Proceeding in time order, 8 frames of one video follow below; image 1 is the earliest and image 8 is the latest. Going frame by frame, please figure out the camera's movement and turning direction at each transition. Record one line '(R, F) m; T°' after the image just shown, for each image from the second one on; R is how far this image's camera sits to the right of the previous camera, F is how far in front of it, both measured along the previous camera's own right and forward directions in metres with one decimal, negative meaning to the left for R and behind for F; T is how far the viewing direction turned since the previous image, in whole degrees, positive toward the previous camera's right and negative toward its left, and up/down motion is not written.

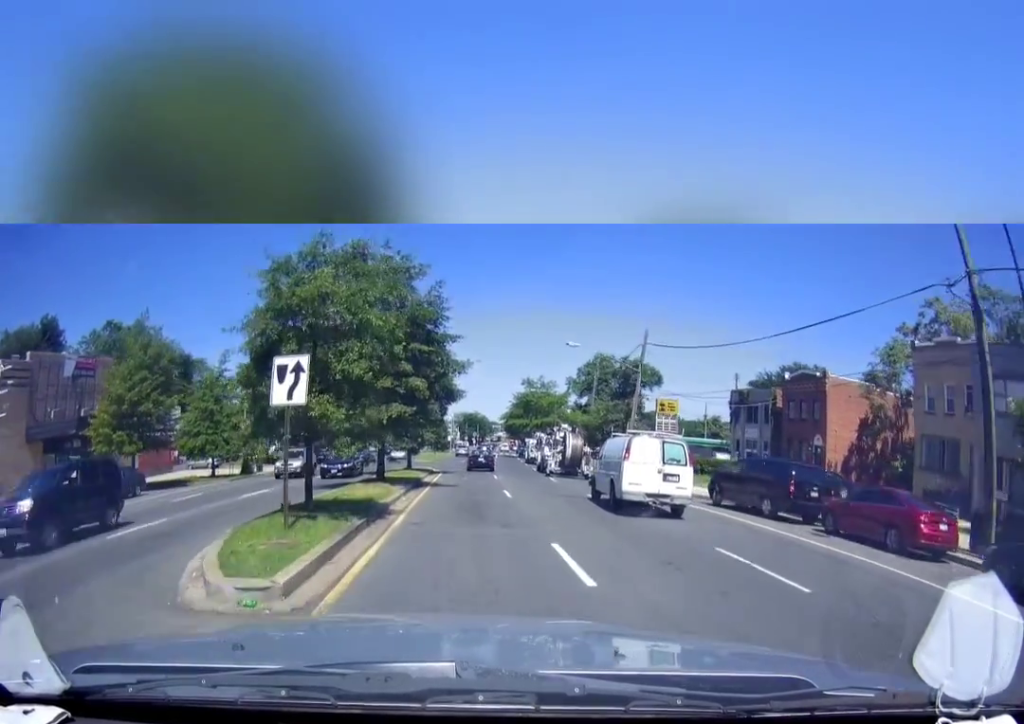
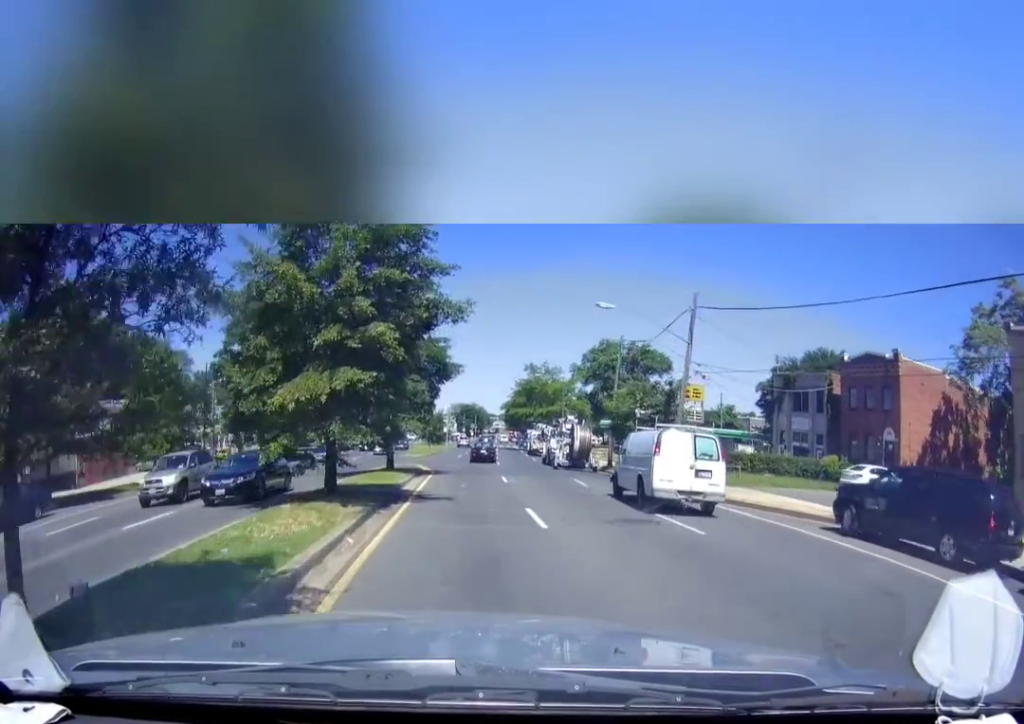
(+0.1, +7.1) m; +1°
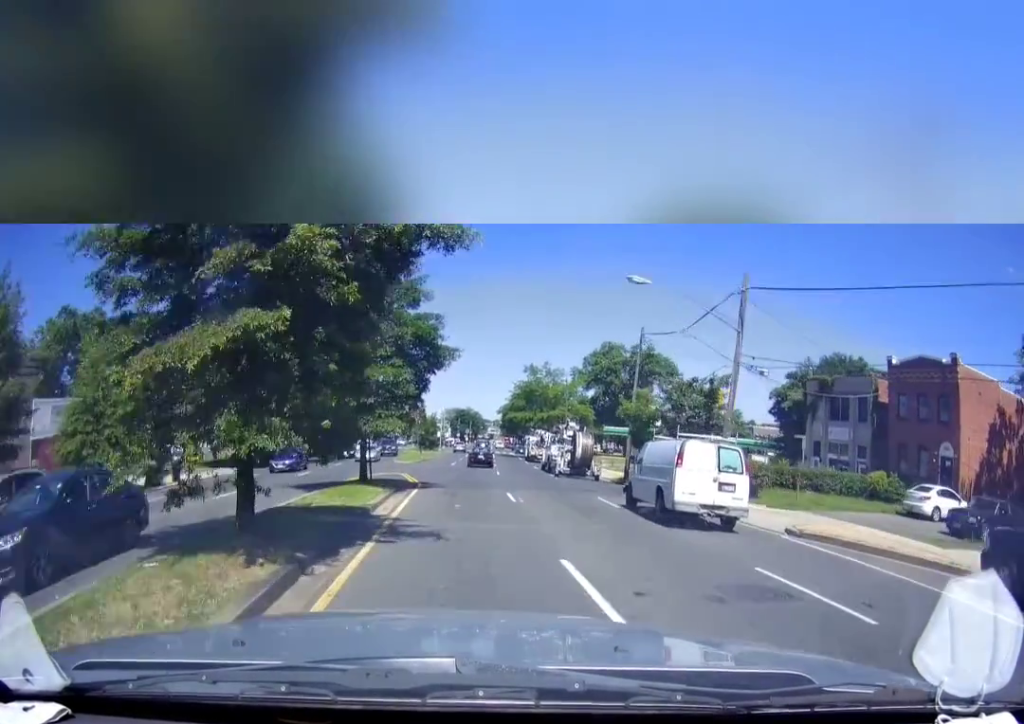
(-0.1, +4.4) m; +1°
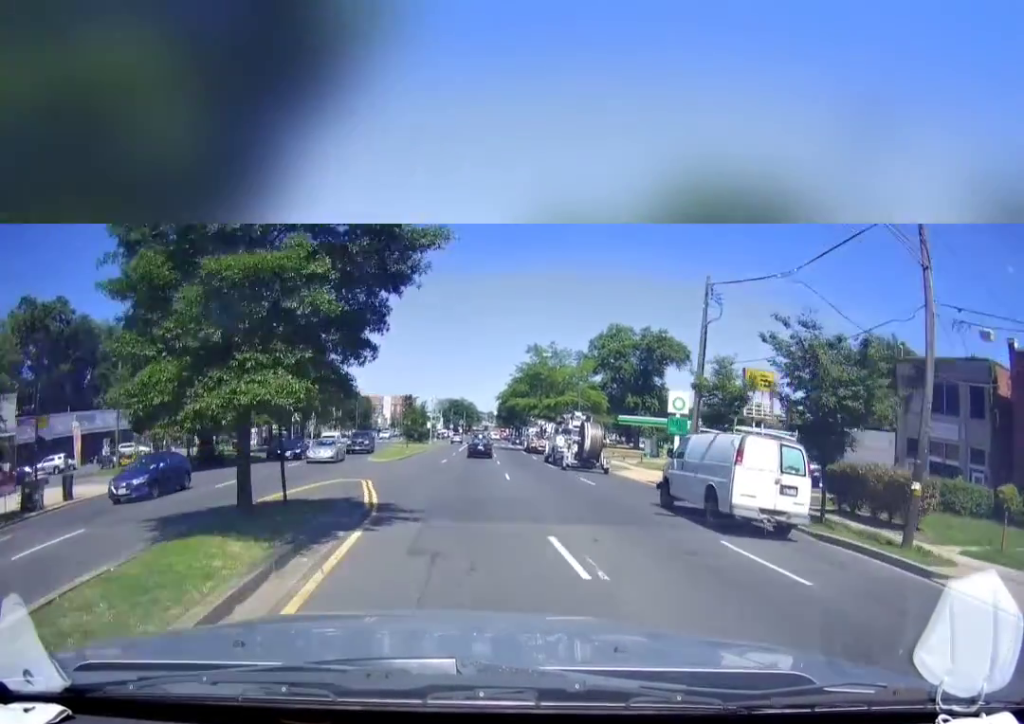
(+0.3, +9.4) m; 0°
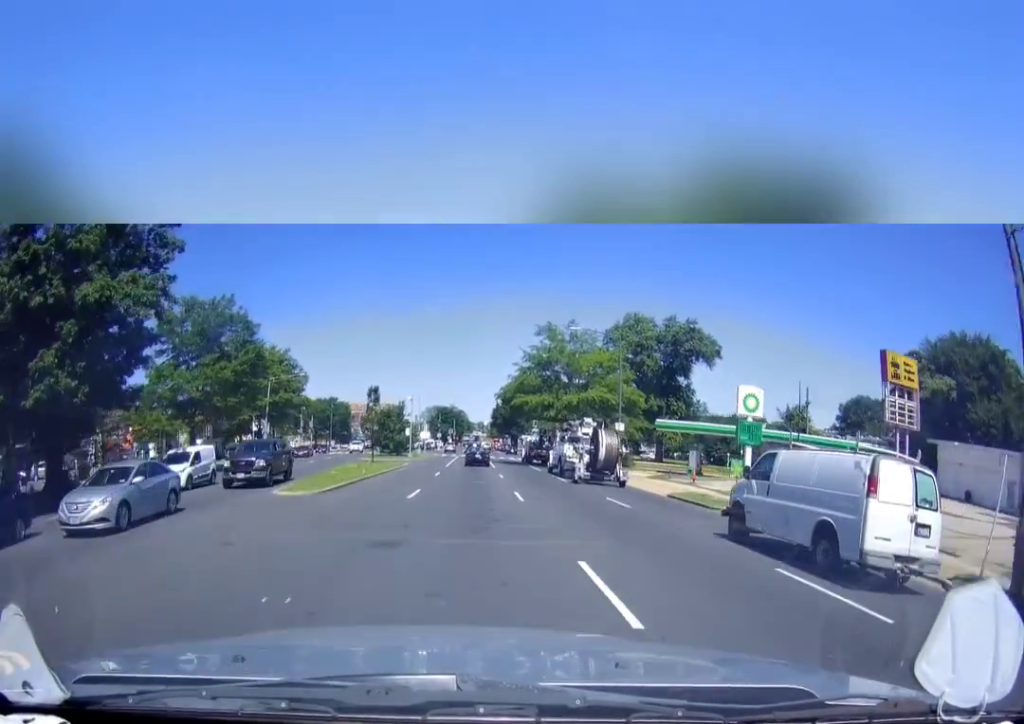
(-0.4, +16.4) m; -2°
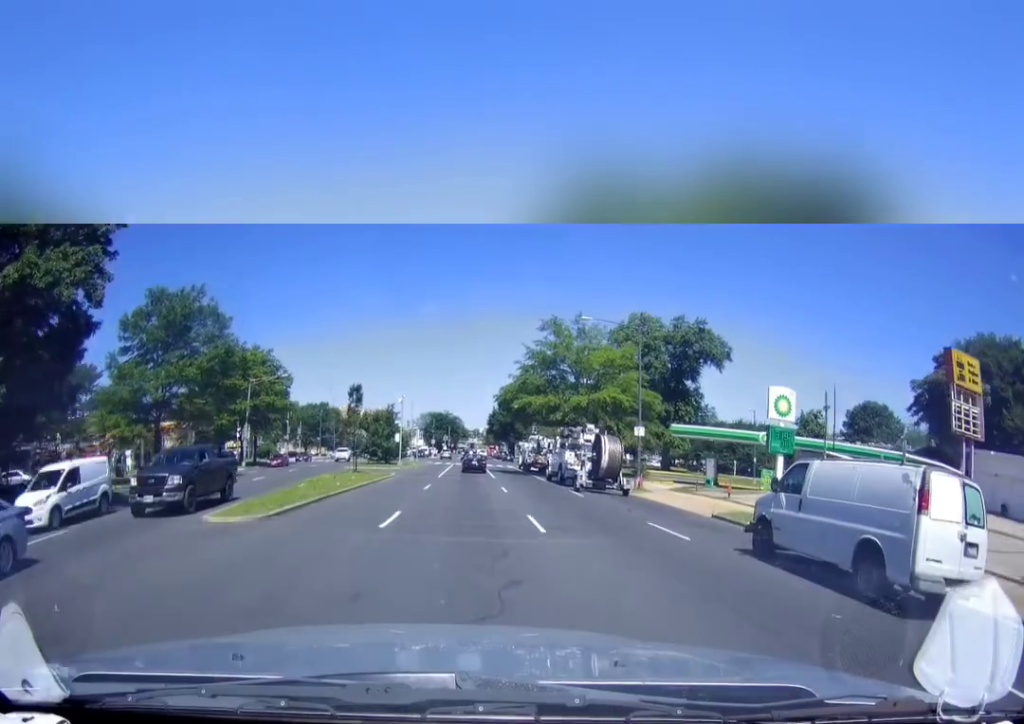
(0.0, +5.5) m; 0°
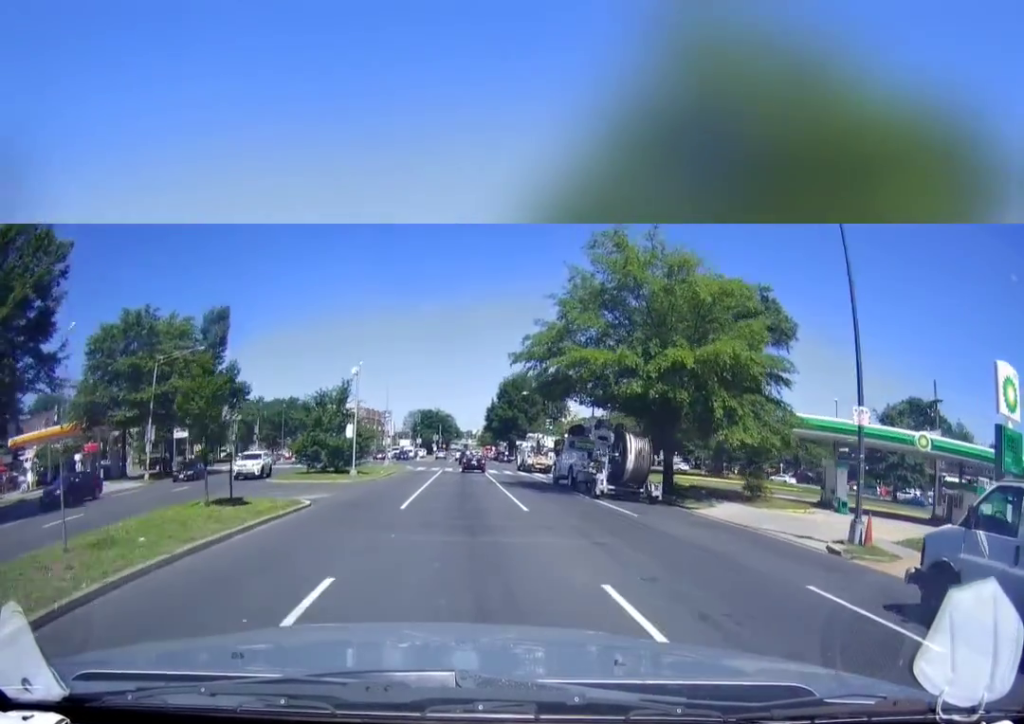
(0.0, +20.0) m; +1°
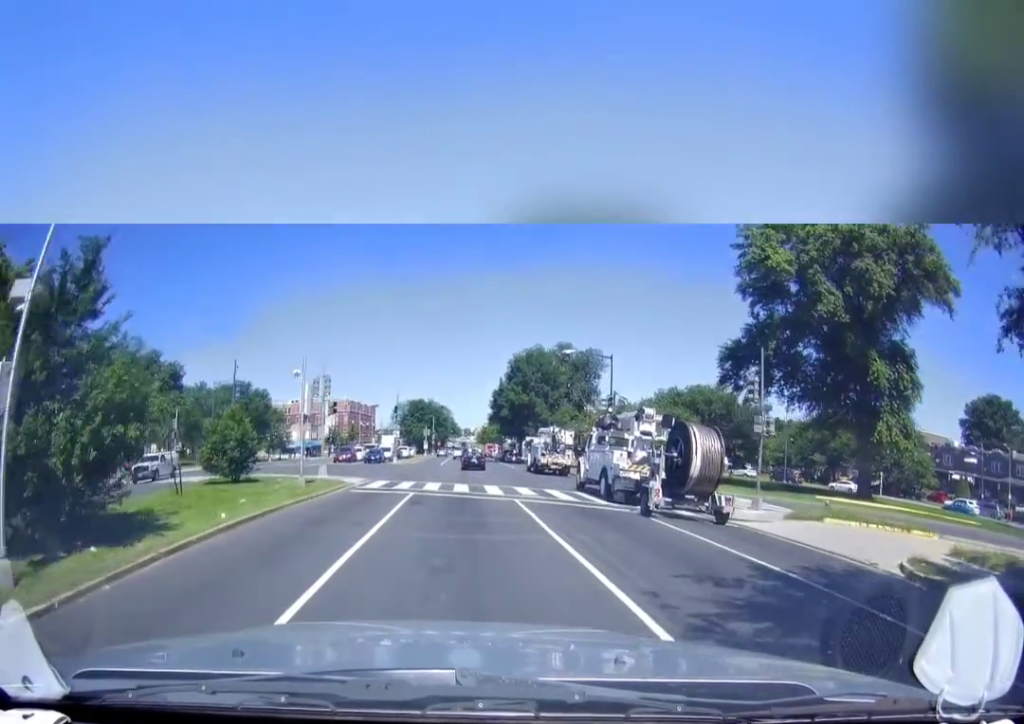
(+0.5, +27.0) m; +1°
